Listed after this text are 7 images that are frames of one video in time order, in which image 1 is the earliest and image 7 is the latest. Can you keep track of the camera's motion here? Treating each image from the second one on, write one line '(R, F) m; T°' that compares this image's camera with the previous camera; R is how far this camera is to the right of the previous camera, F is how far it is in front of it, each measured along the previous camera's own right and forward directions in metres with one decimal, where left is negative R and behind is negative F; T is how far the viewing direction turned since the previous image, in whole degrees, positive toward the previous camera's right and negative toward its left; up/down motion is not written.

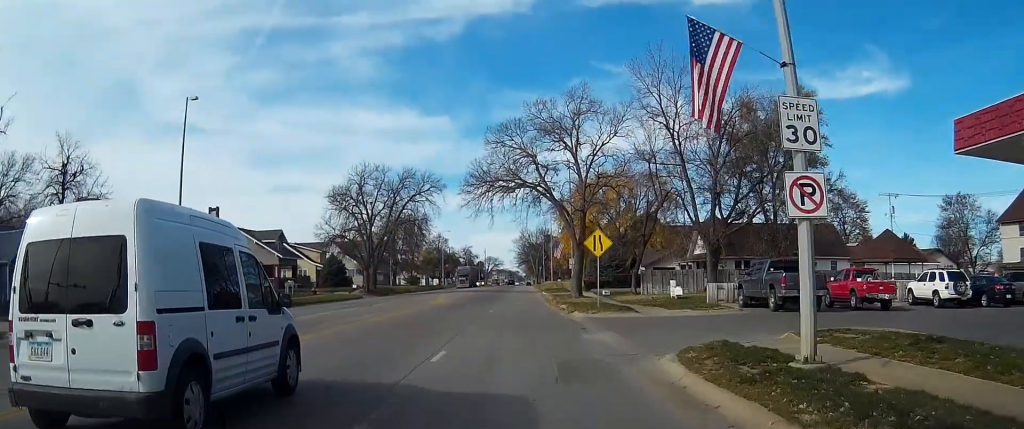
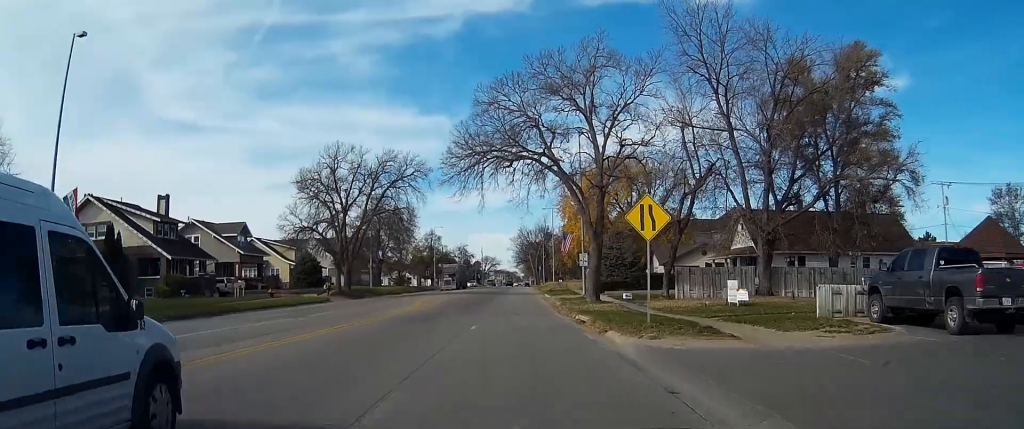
(0.0, +13.3) m; 0°
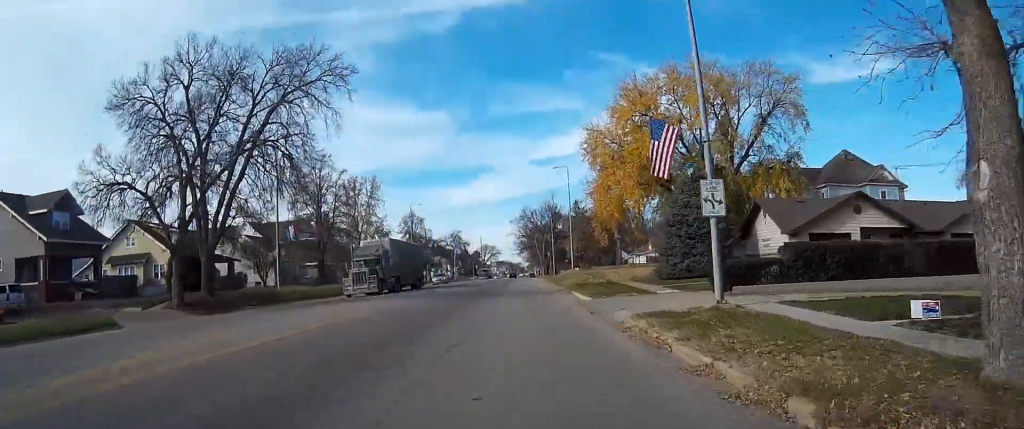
(+0.3, +36.9) m; +1°
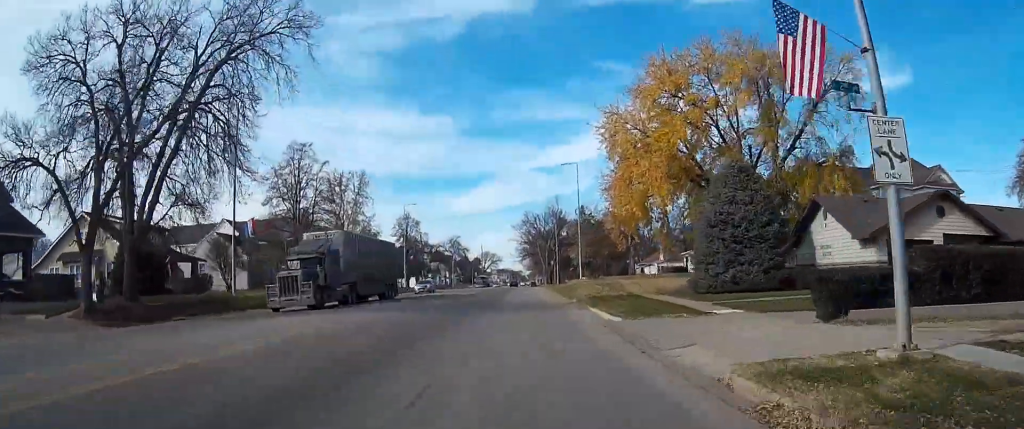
(0.0, +9.3) m; 0°
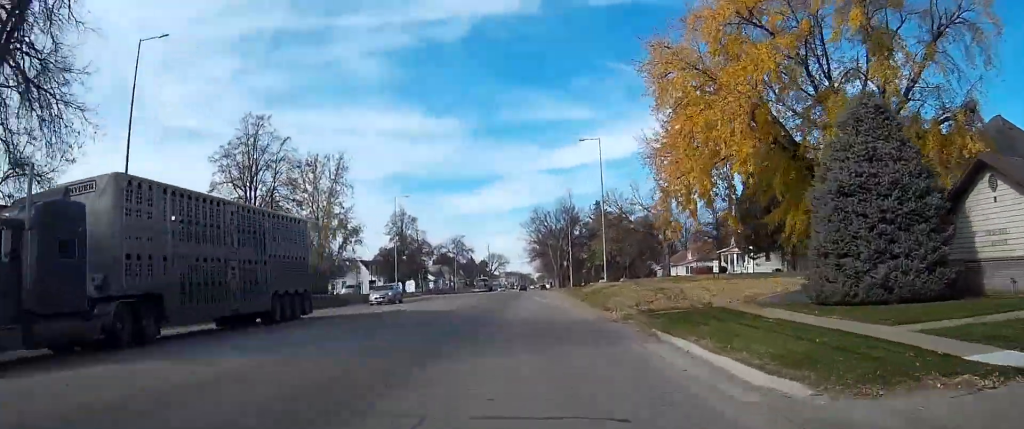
(-0.1, +14.8) m; -1°
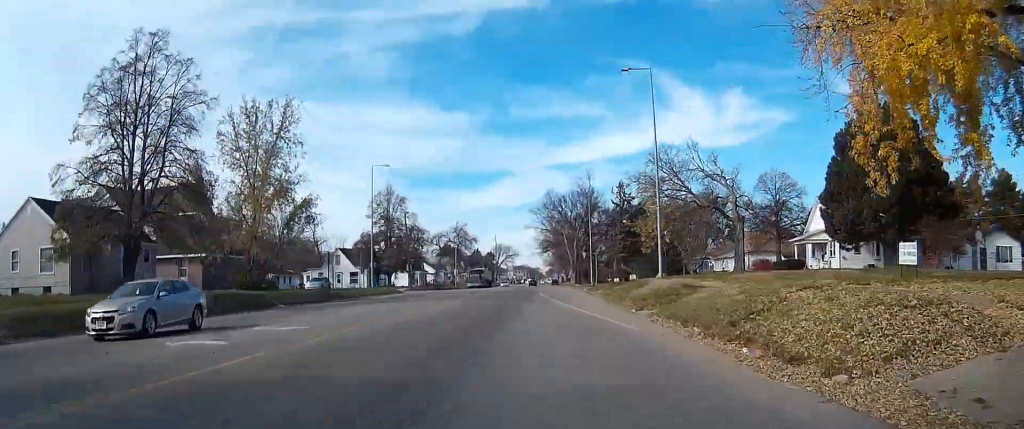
(-0.2, +20.3) m; 0°
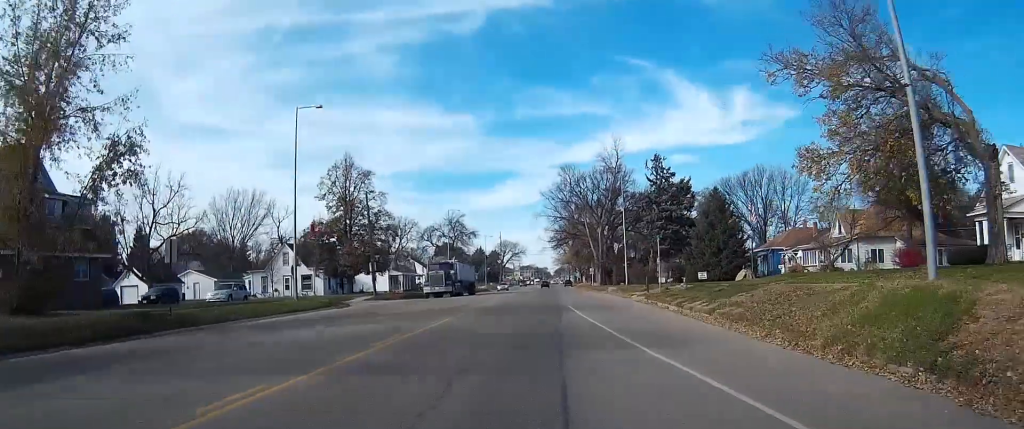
(0.0, +27.3) m; 0°
